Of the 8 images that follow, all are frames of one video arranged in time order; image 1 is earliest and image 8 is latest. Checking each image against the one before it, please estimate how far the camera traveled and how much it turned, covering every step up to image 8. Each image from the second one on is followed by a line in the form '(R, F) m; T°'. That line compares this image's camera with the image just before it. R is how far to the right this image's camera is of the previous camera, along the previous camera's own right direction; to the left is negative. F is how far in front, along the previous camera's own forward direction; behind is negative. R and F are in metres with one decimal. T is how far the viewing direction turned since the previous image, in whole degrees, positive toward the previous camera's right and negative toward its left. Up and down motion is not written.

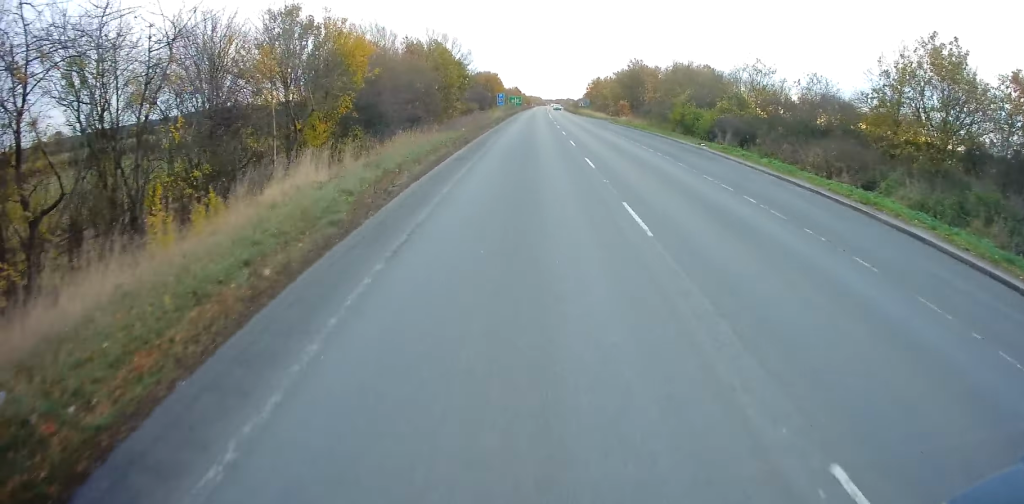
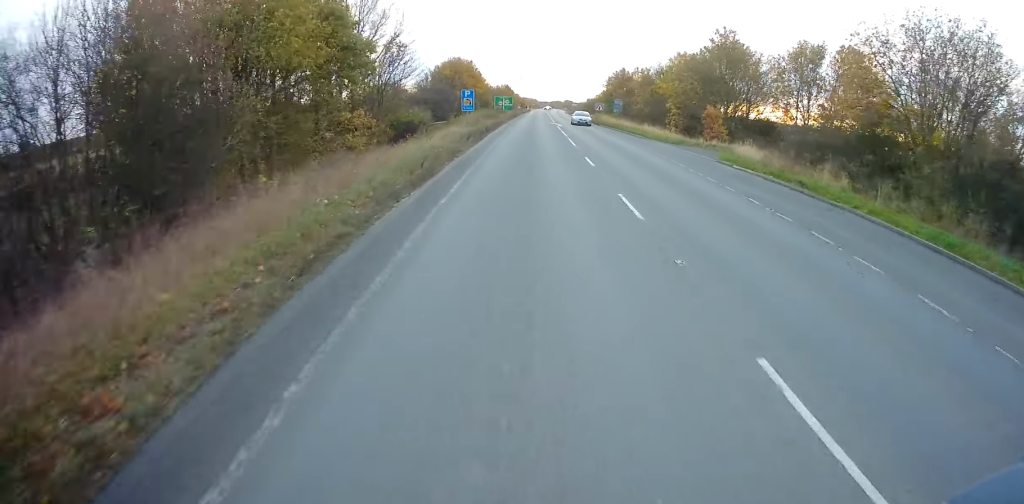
(+0.1, +44.7) m; +1°
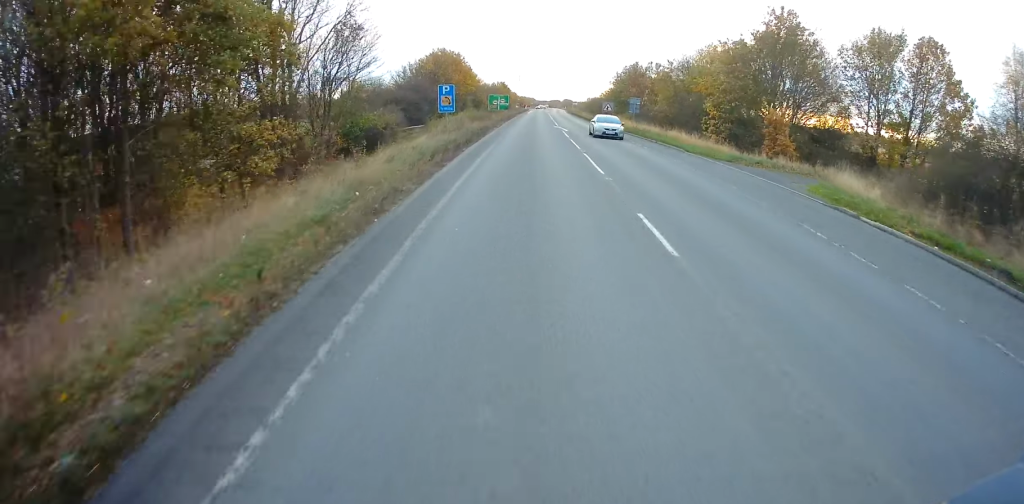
(+0.3, +12.0) m; 0°
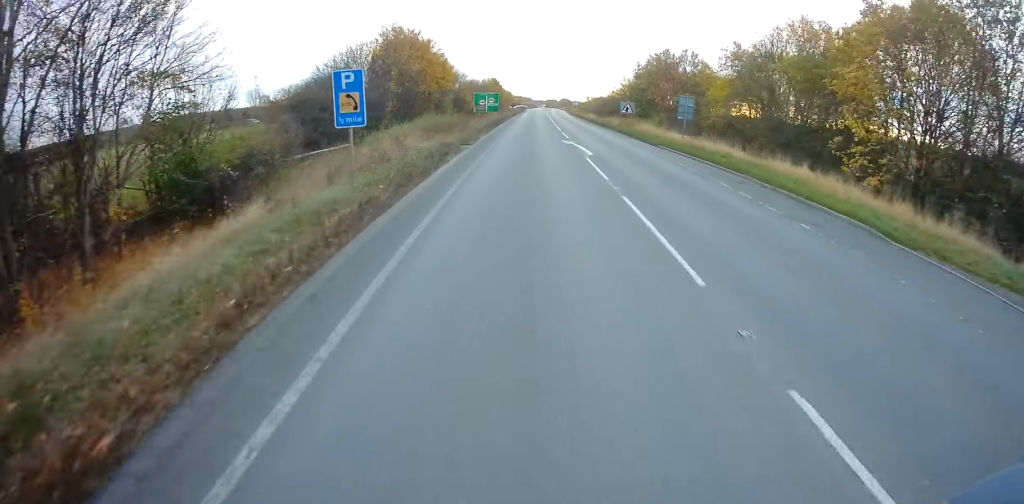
(-0.5, +19.9) m; 0°
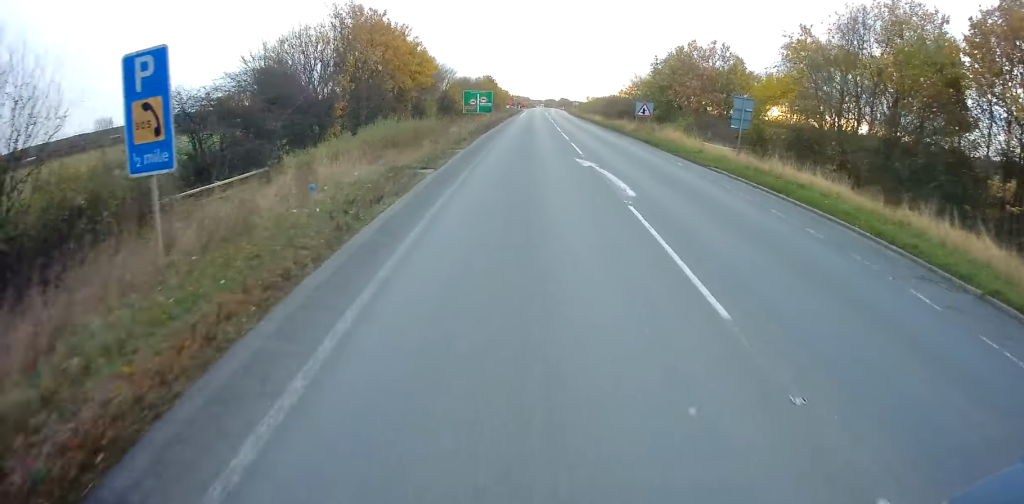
(+0.2, +10.2) m; 0°
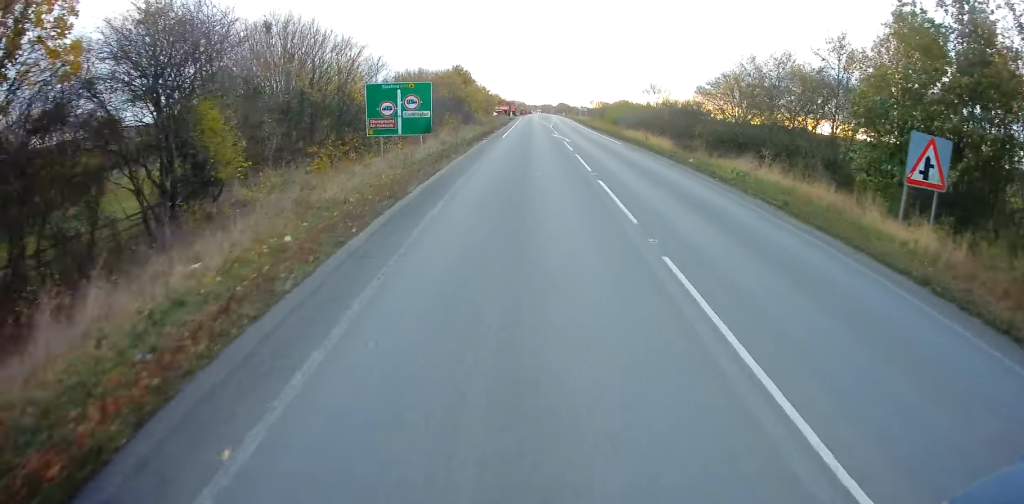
(-0.1, +39.4) m; 0°
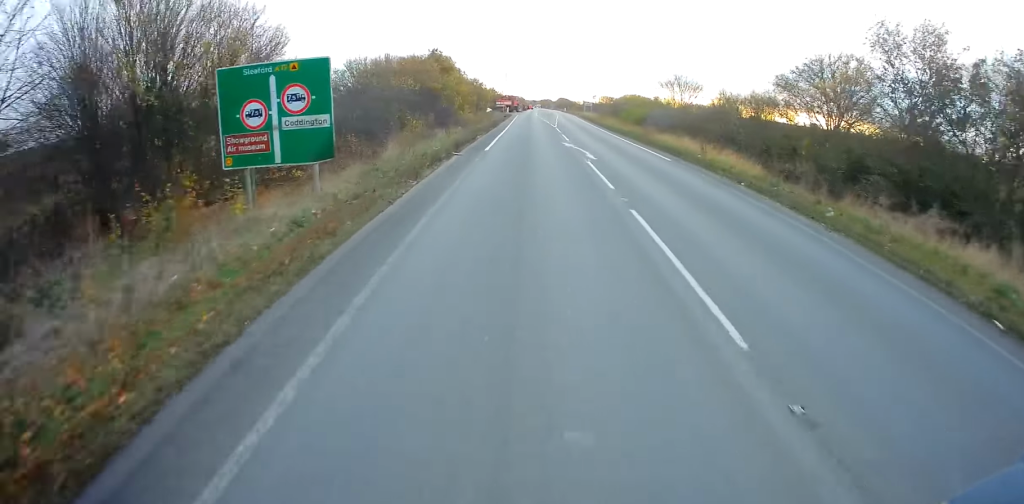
(+0.3, +14.4) m; +1°
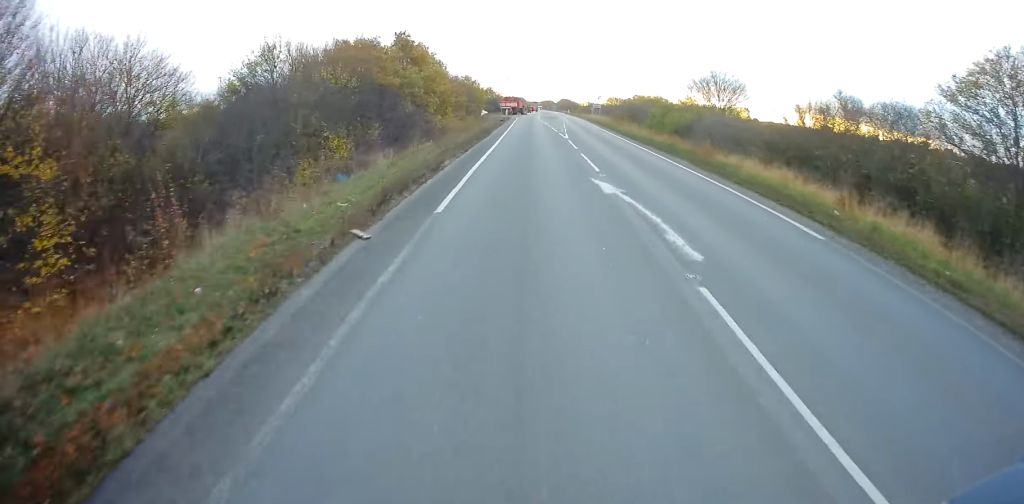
(0.0, +13.6) m; 0°
